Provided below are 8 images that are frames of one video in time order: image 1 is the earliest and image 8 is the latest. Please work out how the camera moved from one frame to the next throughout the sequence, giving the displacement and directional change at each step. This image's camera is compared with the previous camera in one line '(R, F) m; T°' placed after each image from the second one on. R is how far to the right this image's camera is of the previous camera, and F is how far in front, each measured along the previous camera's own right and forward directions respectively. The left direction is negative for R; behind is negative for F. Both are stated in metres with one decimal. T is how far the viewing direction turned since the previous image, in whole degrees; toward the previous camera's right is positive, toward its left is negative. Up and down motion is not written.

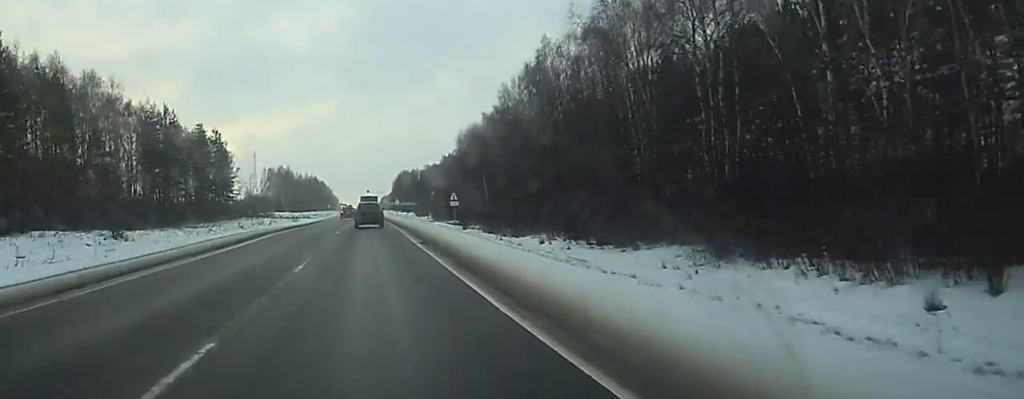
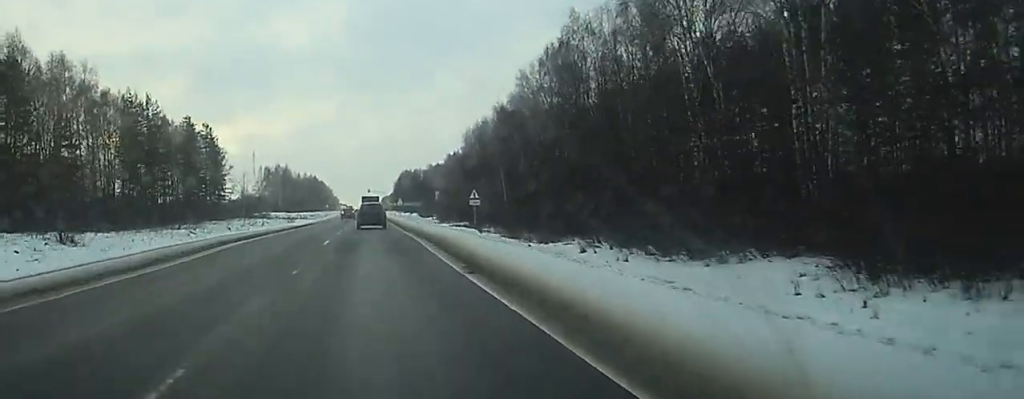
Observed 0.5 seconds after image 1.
(0.0, +13.5) m; 0°
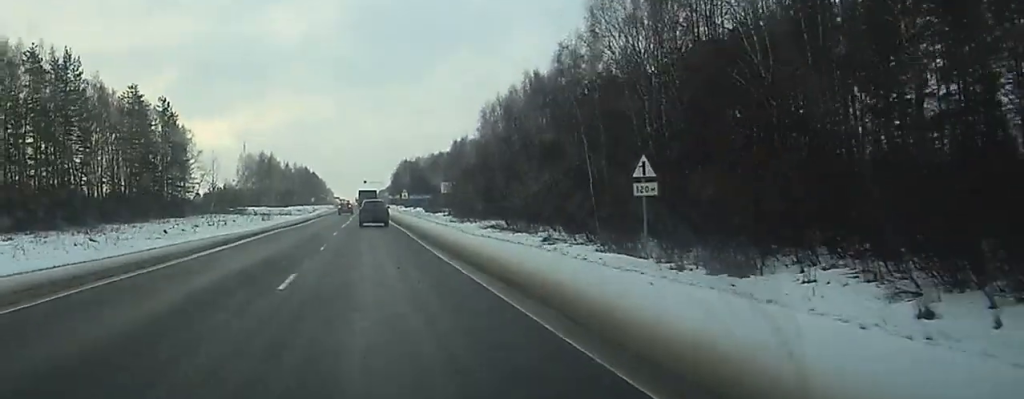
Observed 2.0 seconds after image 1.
(+0.2, +38.1) m; 0°
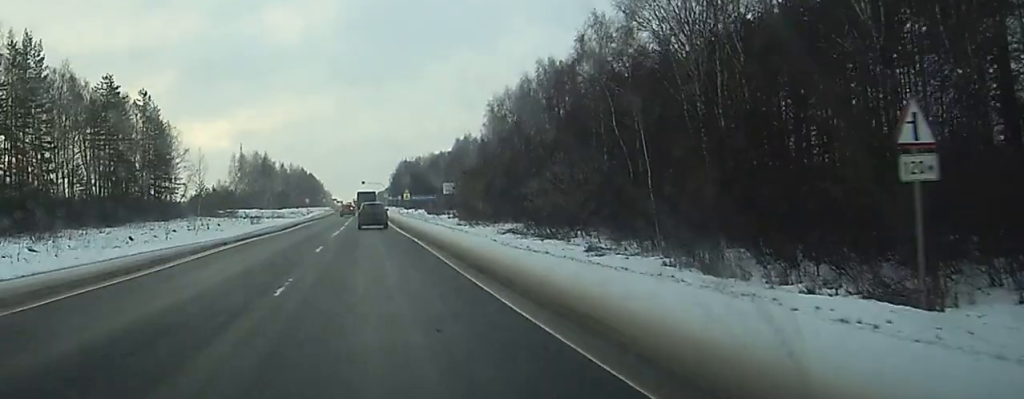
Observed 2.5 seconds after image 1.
(0.0, +12.6) m; 0°
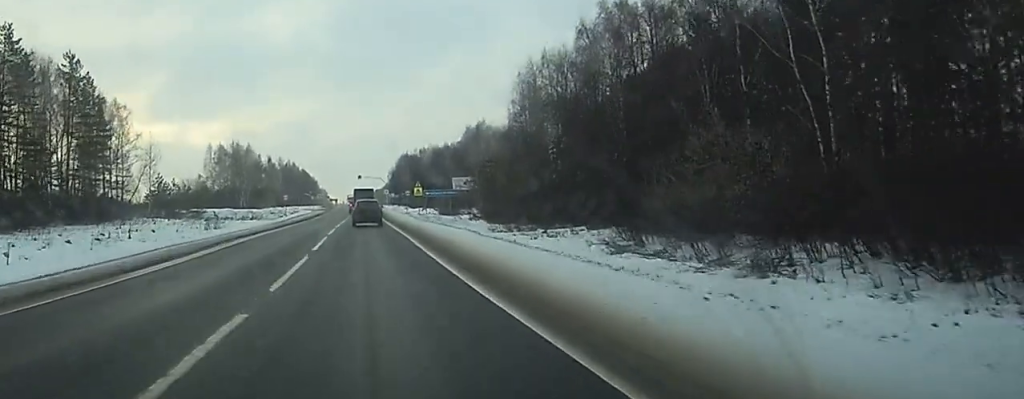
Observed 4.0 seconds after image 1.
(+0.3, +35.8) m; 0°
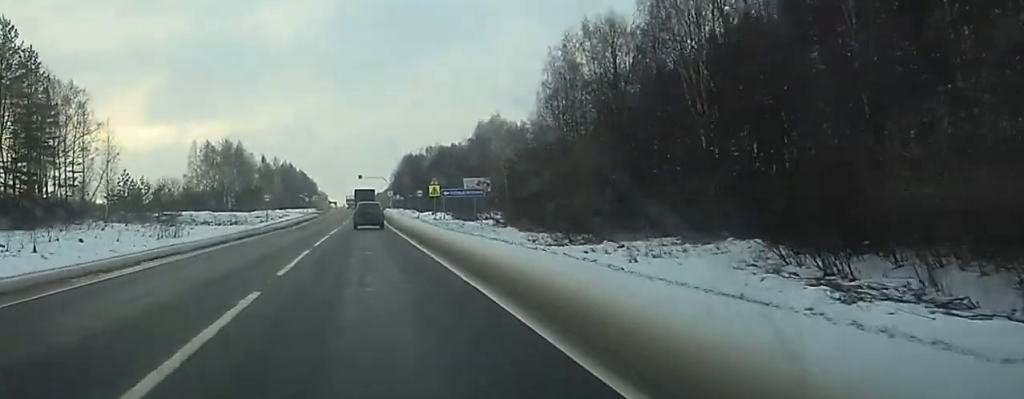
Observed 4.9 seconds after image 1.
(0.0, +22.2) m; 0°
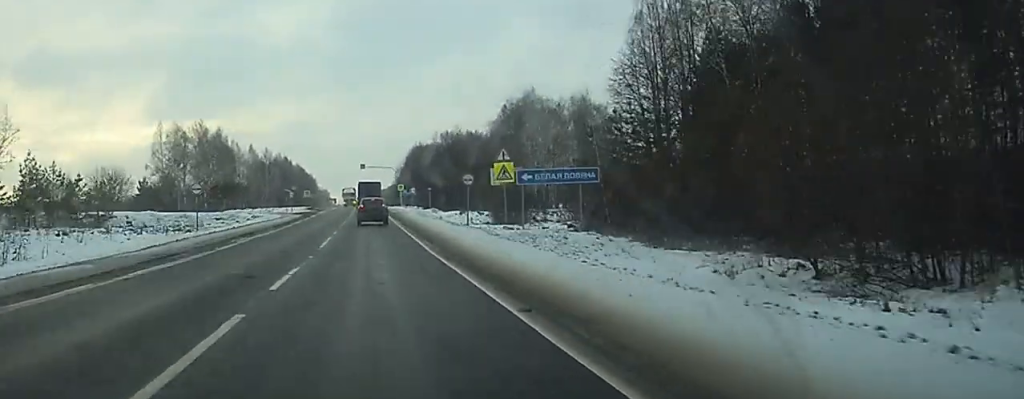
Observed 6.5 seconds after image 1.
(-0.1, +38.7) m; 0°
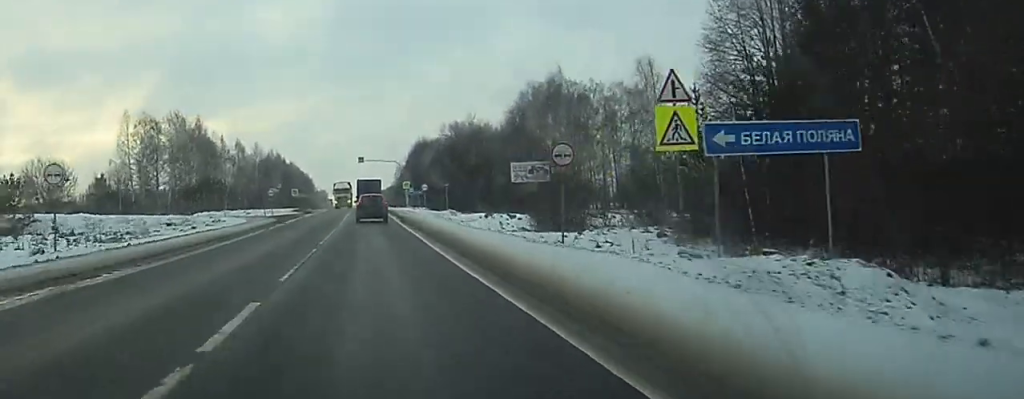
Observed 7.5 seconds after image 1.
(-0.1, +23.5) m; 0°
